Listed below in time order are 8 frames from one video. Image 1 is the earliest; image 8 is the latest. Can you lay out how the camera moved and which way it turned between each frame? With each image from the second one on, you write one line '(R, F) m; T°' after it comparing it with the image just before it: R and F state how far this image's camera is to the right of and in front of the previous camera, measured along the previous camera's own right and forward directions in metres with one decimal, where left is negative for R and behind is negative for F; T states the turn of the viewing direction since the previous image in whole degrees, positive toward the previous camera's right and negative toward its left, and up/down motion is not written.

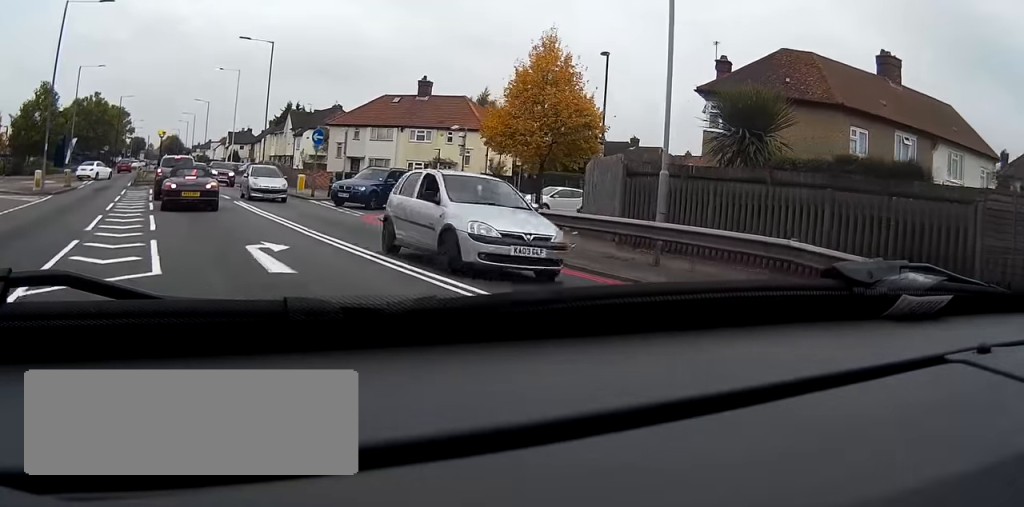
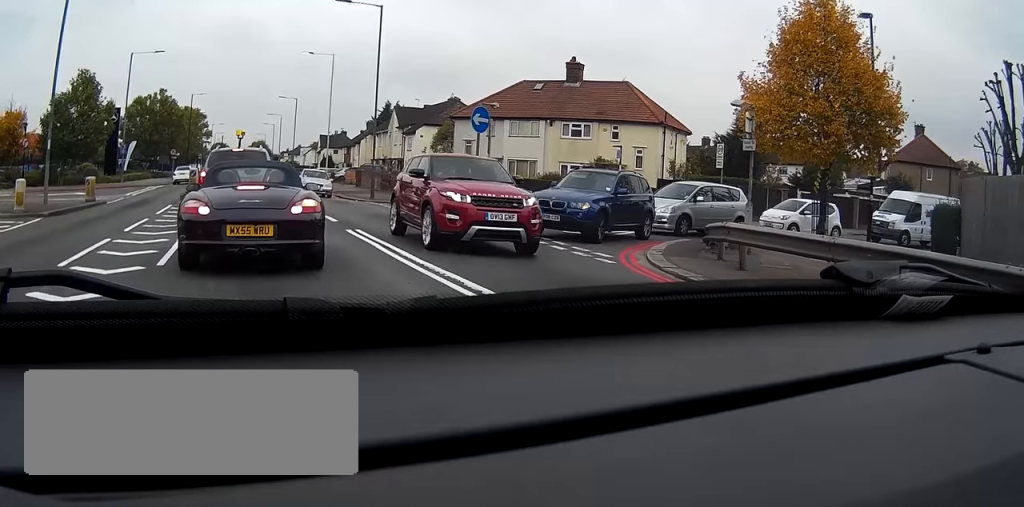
(-0.4, +14.9) m; -4°
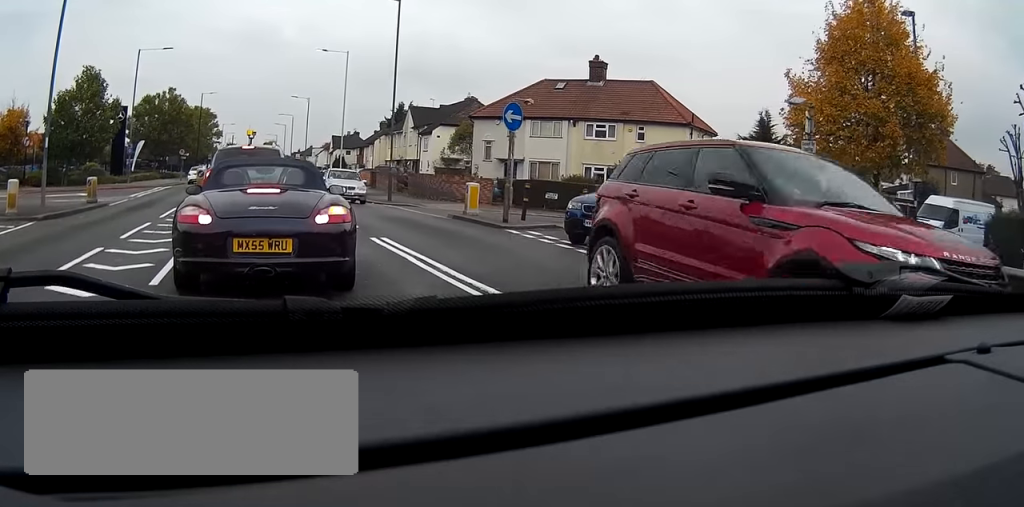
(0.0, +2.1) m; -2°
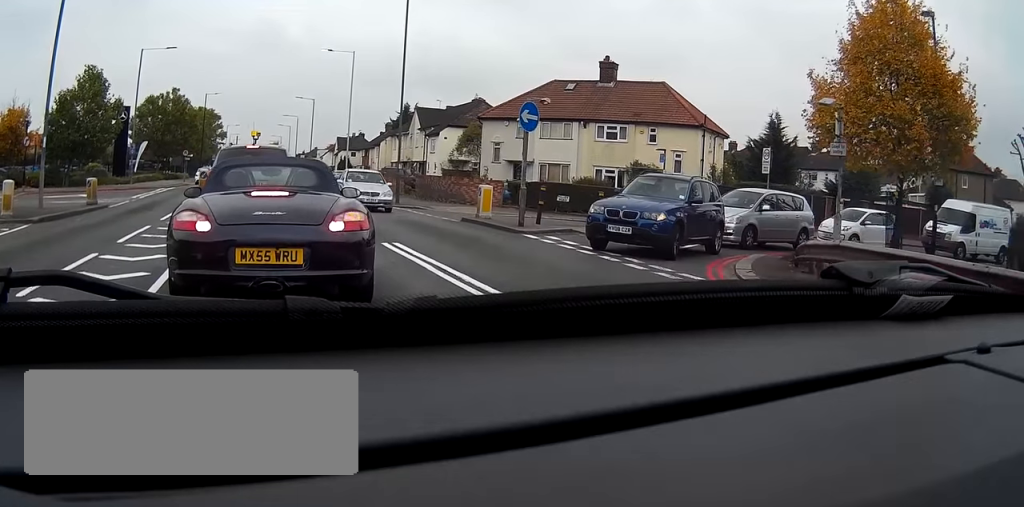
(-0.1, +1.1) m; -1°
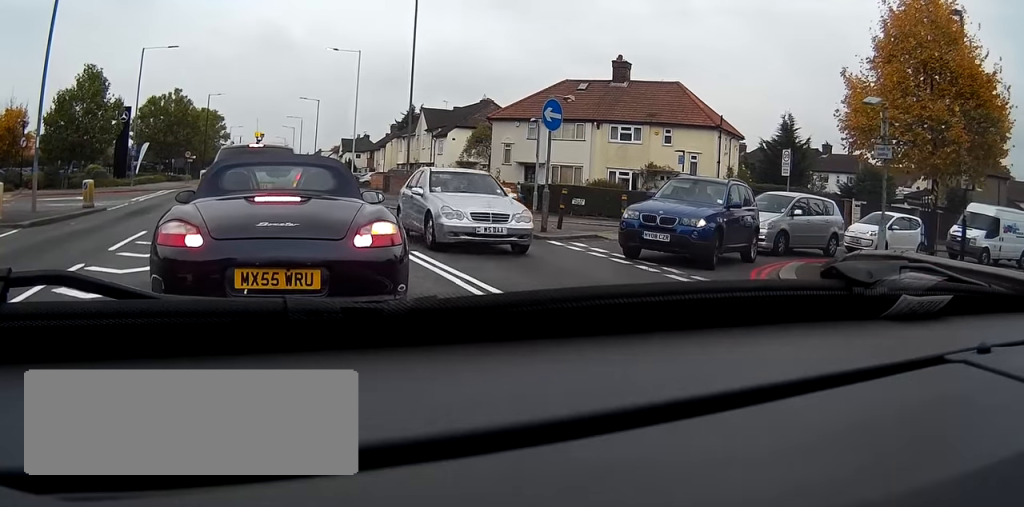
(0.0, +1.7) m; -1°
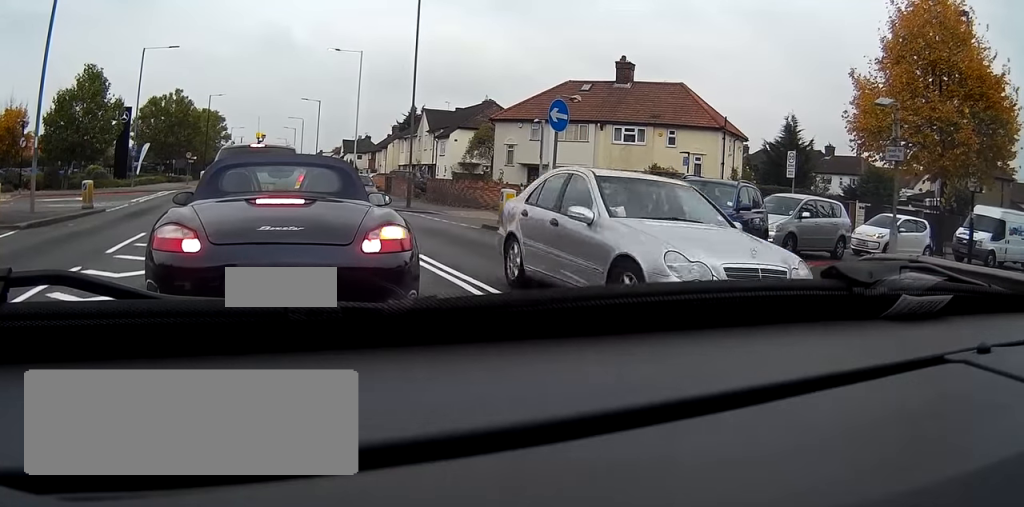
(+0.1, +0.3) m; 0°
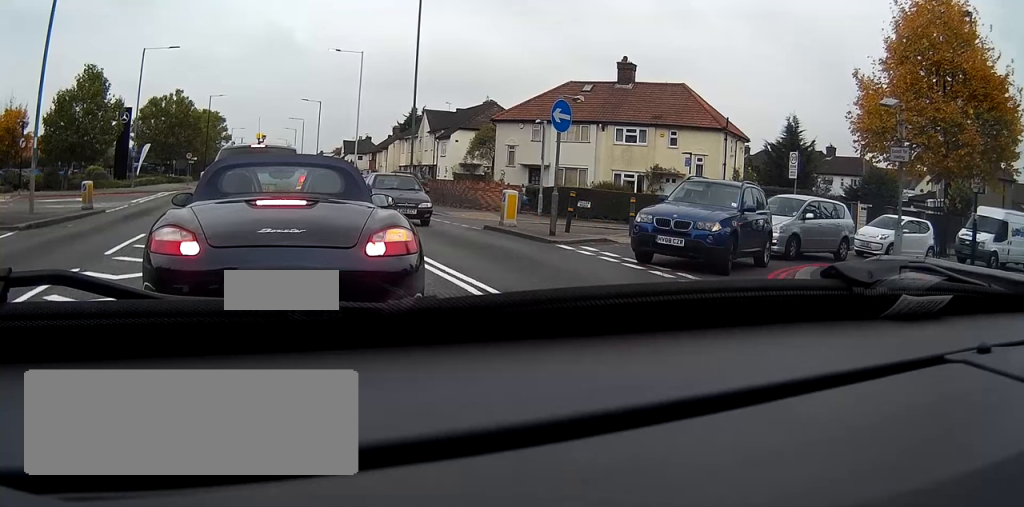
(+0.1, +0.3) m; 0°
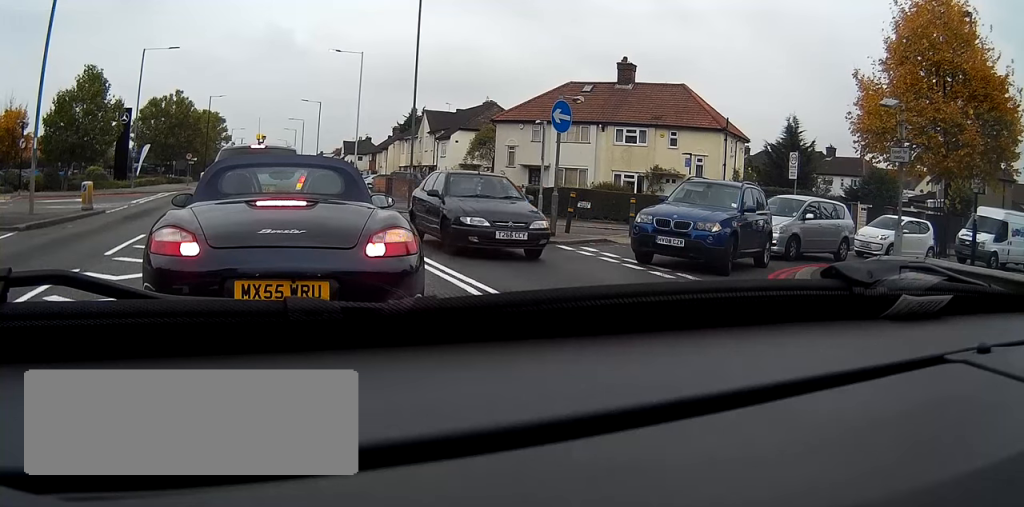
(0.0, 0.0) m; 0°
